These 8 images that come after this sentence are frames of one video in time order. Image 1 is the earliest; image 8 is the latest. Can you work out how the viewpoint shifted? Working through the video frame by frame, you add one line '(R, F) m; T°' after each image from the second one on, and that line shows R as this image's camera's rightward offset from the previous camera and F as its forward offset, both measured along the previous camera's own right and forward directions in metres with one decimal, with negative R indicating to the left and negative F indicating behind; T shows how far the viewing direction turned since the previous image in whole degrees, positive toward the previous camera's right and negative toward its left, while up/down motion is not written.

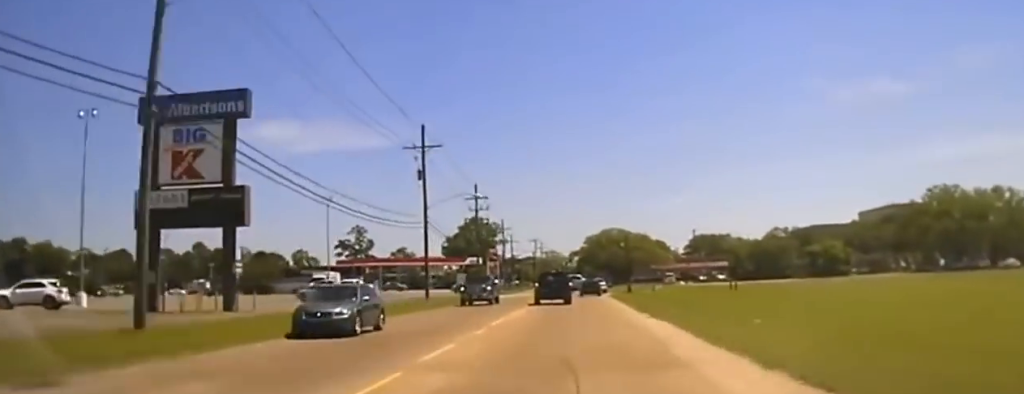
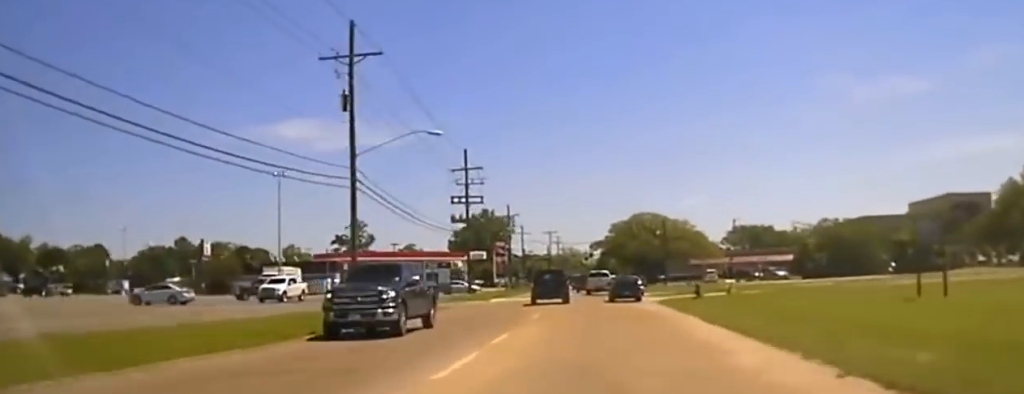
(-0.3, +30.8) m; -1°
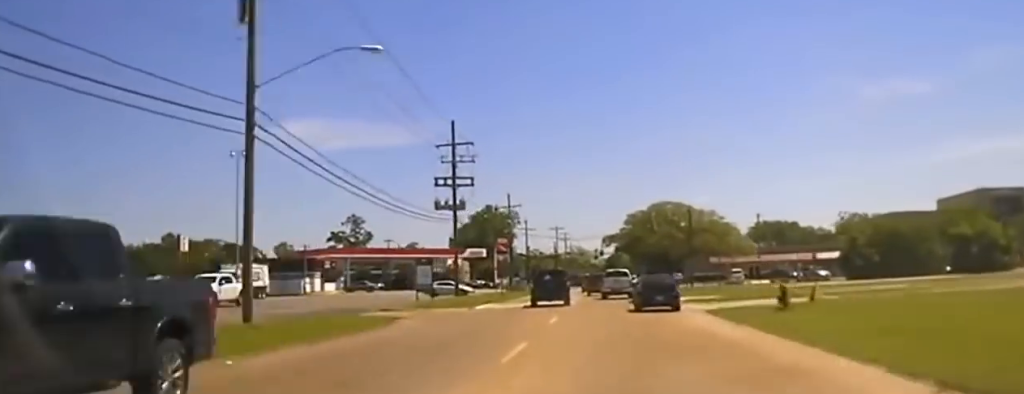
(-0.1, +17.7) m; 0°
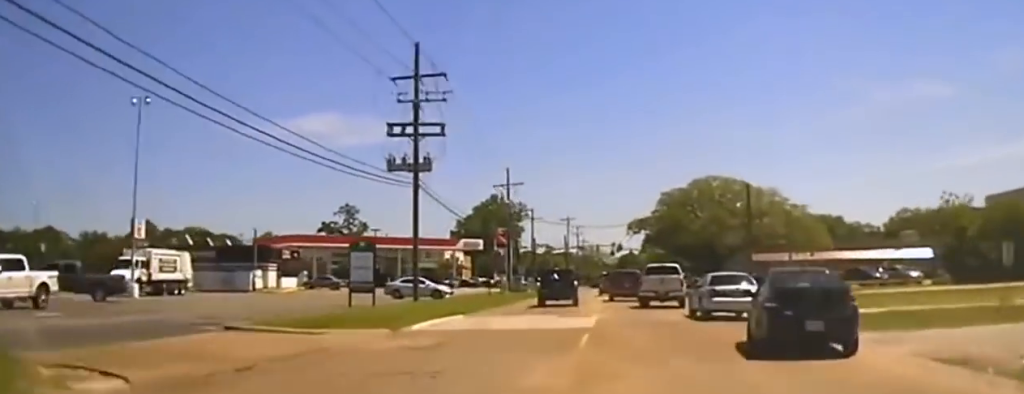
(0.0, +23.8) m; 0°
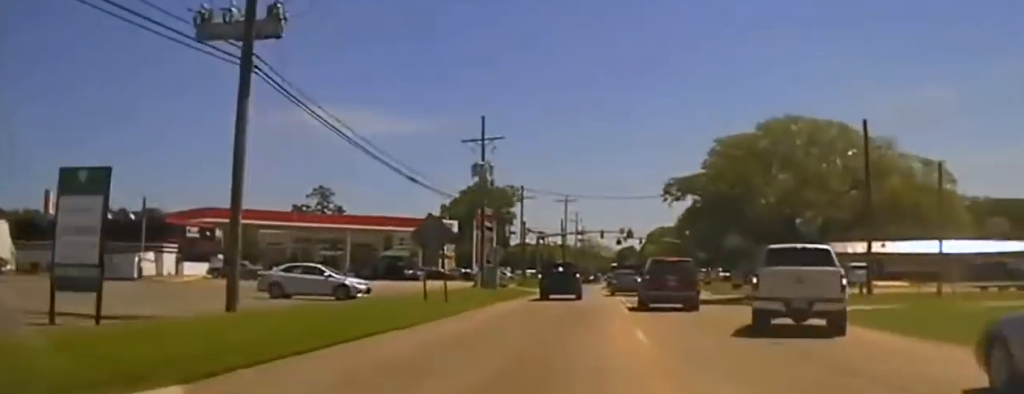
(+0.2, +23.3) m; 0°
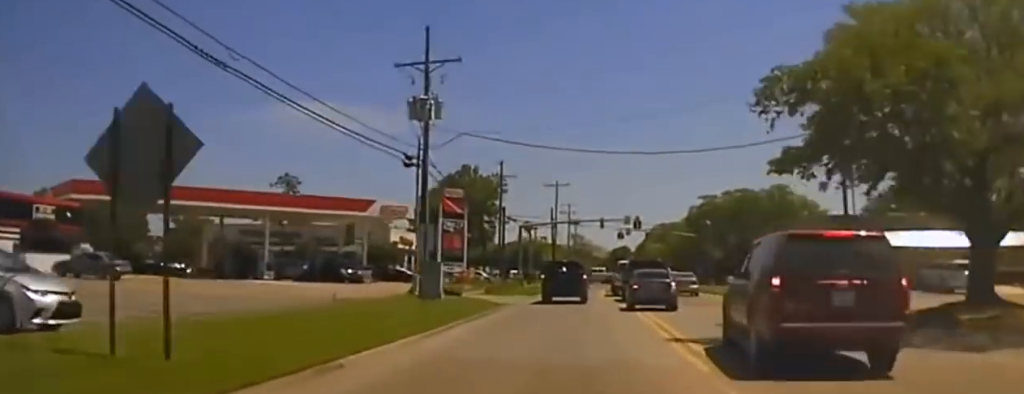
(0.0, +16.9) m; 0°
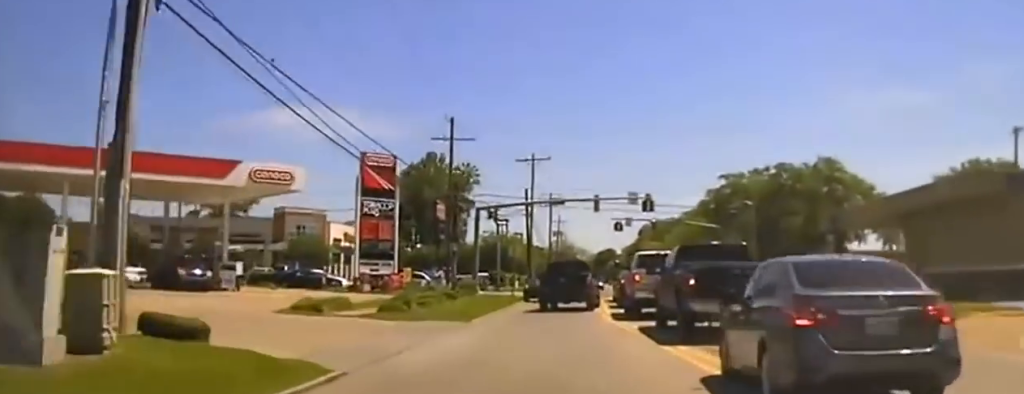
(-0.2, +17.2) m; 0°
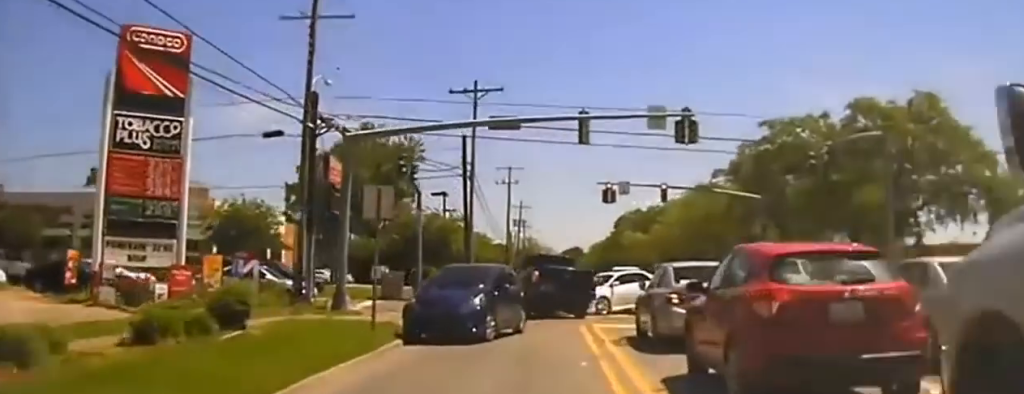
(+0.3, +17.9) m; +2°
